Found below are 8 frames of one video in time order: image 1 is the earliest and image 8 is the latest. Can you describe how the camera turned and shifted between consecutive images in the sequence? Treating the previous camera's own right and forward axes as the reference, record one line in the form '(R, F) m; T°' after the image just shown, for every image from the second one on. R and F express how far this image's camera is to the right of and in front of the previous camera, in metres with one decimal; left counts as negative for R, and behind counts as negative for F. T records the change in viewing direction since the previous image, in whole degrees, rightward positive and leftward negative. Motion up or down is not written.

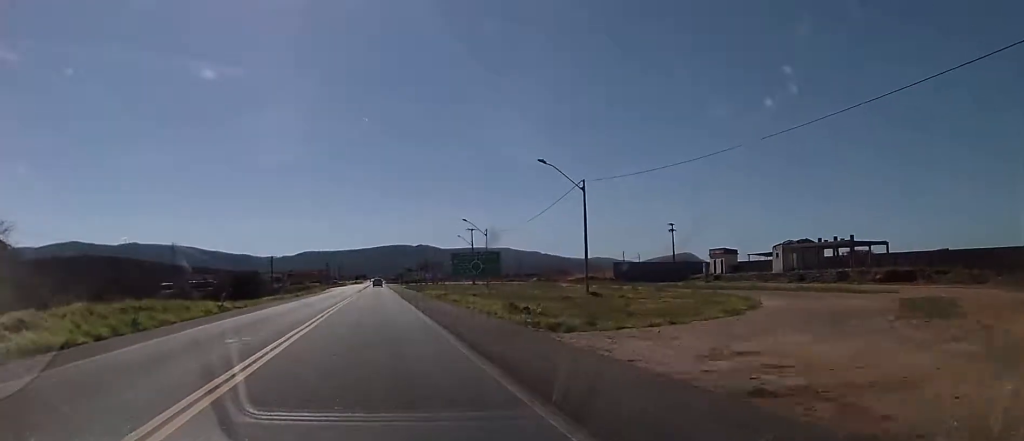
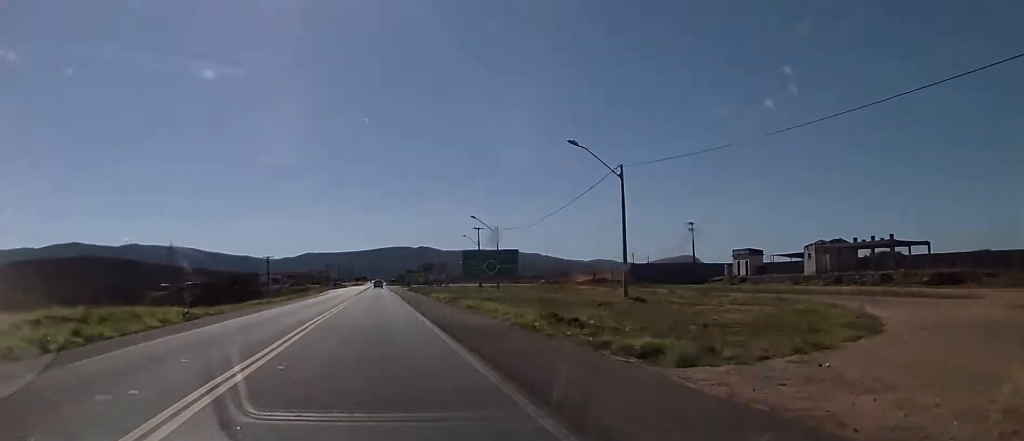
(0.0, +6.8) m; 0°
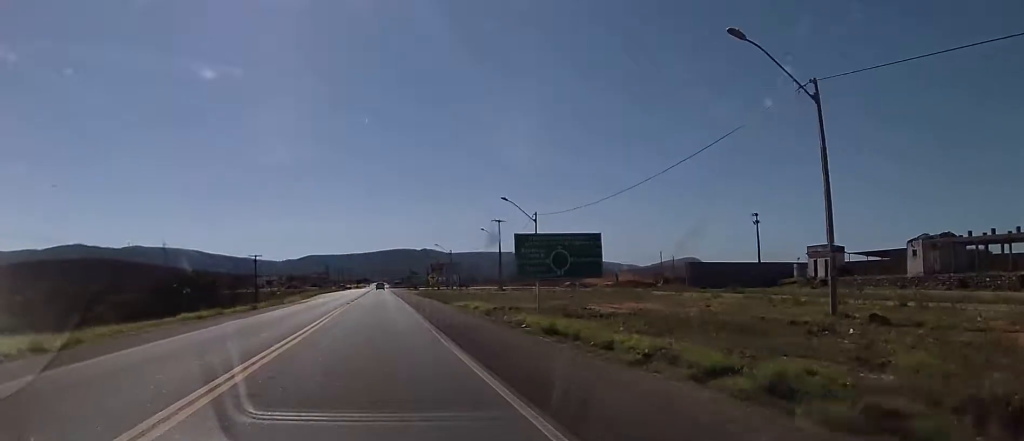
(-0.3, +17.9) m; 0°
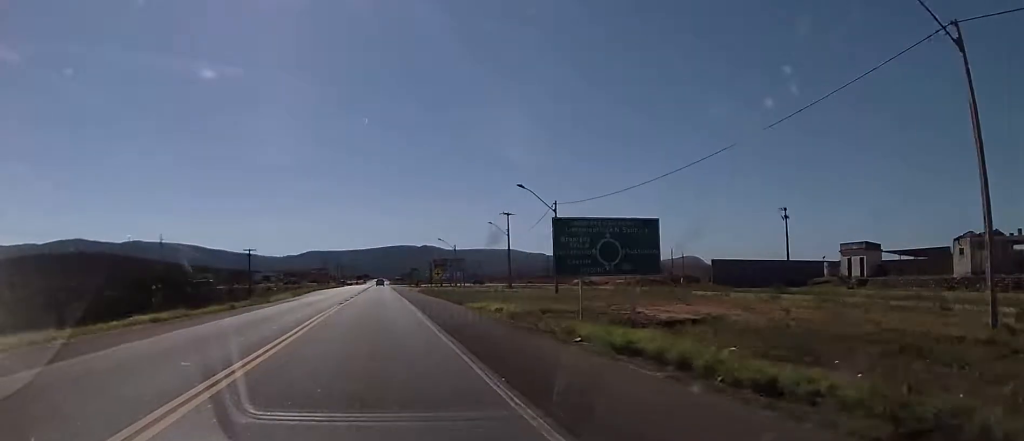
(-0.3, +6.5) m; +1°
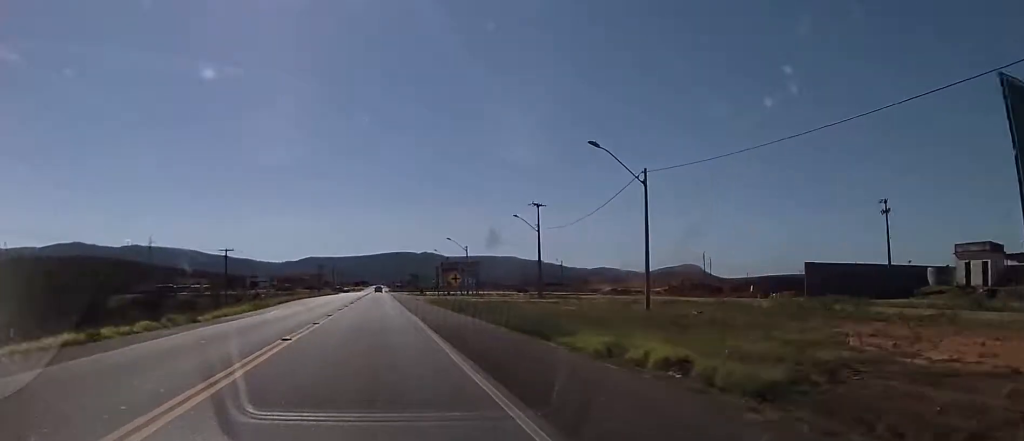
(+0.6, +18.2) m; -1°
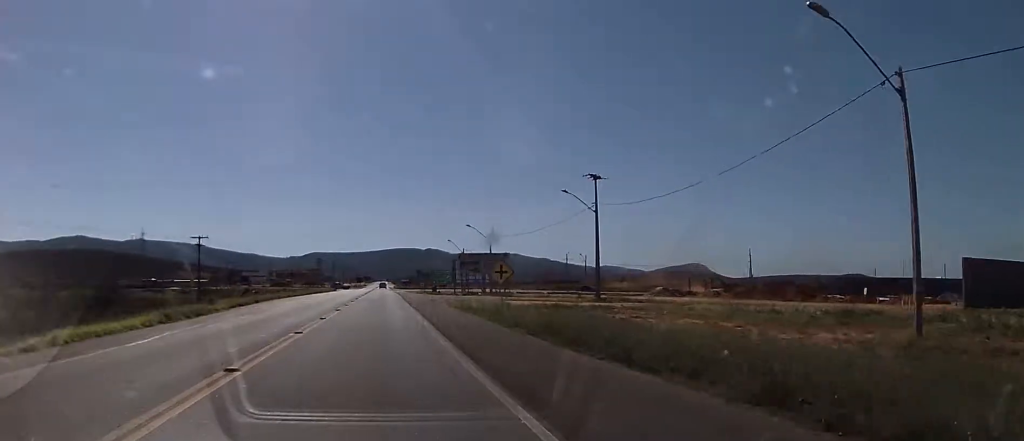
(-0.8, +18.4) m; -2°
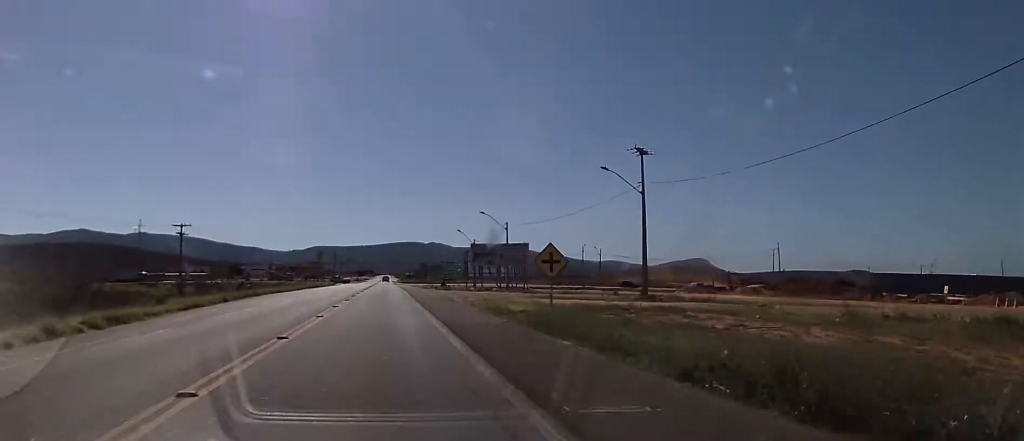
(0.0, +9.5) m; +1°
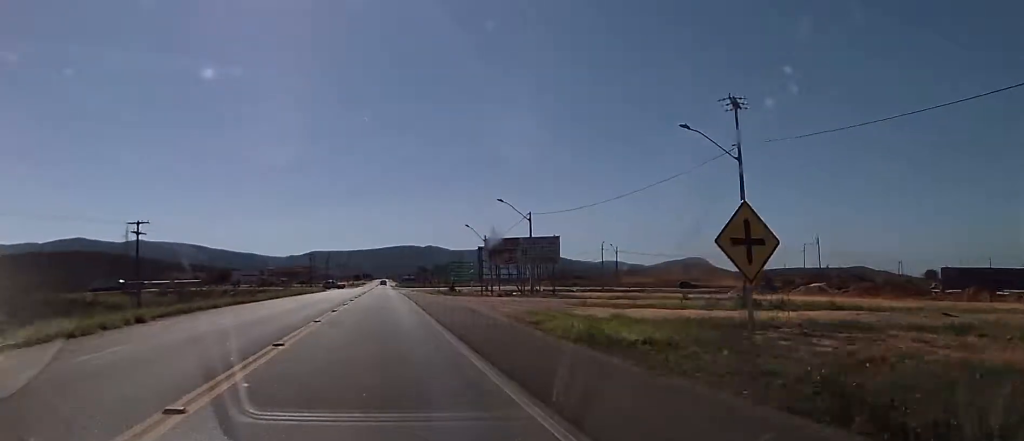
(+0.3, +13.7) m; +1°
